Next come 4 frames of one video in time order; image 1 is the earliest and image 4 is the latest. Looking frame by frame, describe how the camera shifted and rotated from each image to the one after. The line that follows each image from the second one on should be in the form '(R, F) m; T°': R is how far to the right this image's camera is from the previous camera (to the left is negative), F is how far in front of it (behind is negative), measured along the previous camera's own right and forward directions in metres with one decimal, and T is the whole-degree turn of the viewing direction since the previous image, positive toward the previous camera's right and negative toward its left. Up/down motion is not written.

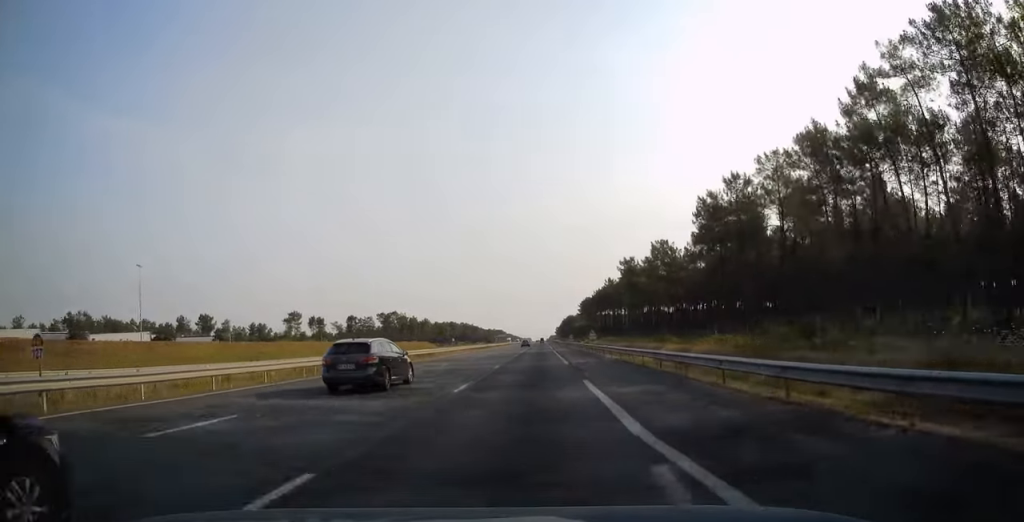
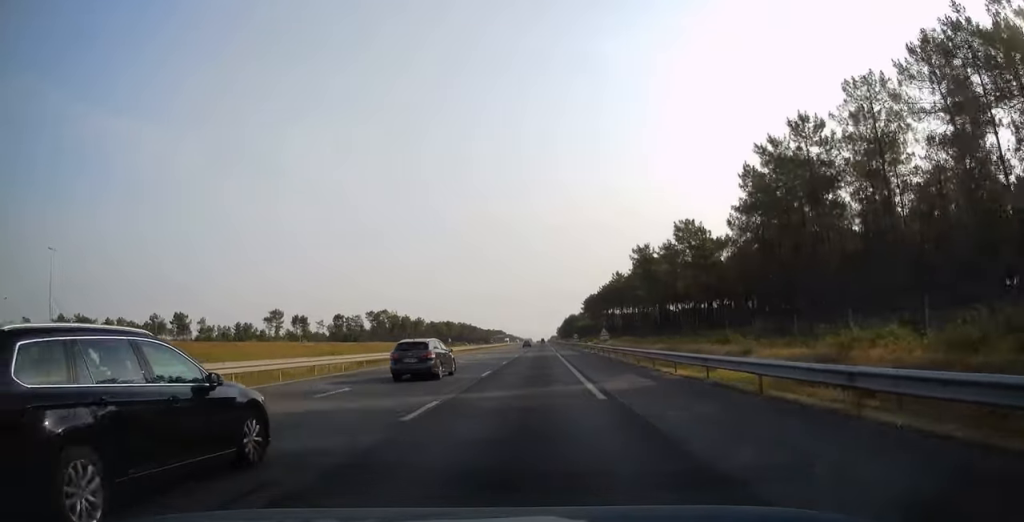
(0.0, +18.6) m; 0°
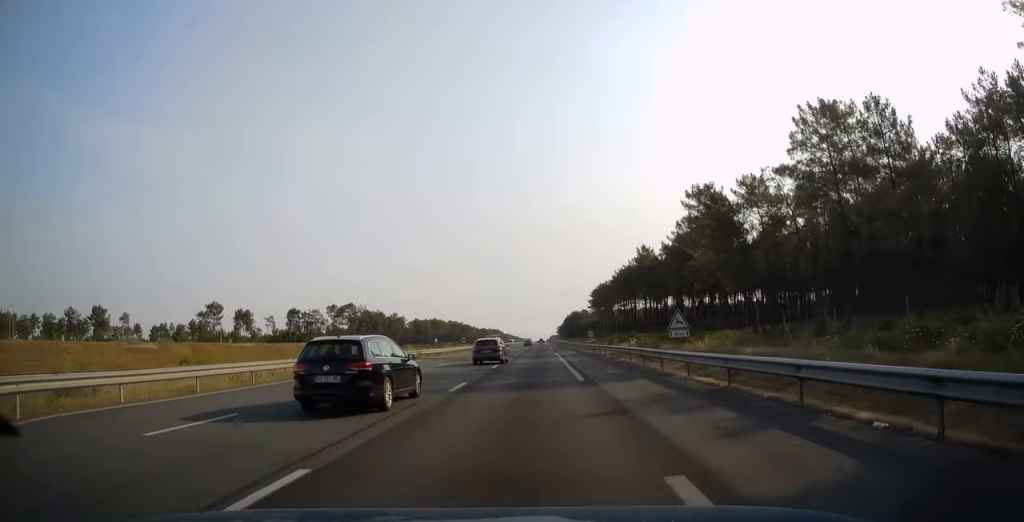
(-0.2, +46.1) m; 0°
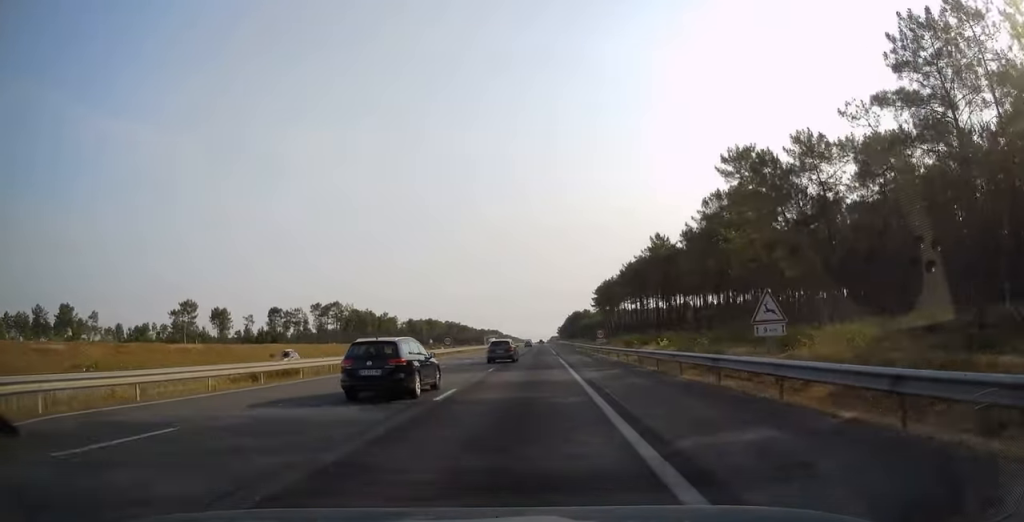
(+0.1, +15.2) m; 0°
